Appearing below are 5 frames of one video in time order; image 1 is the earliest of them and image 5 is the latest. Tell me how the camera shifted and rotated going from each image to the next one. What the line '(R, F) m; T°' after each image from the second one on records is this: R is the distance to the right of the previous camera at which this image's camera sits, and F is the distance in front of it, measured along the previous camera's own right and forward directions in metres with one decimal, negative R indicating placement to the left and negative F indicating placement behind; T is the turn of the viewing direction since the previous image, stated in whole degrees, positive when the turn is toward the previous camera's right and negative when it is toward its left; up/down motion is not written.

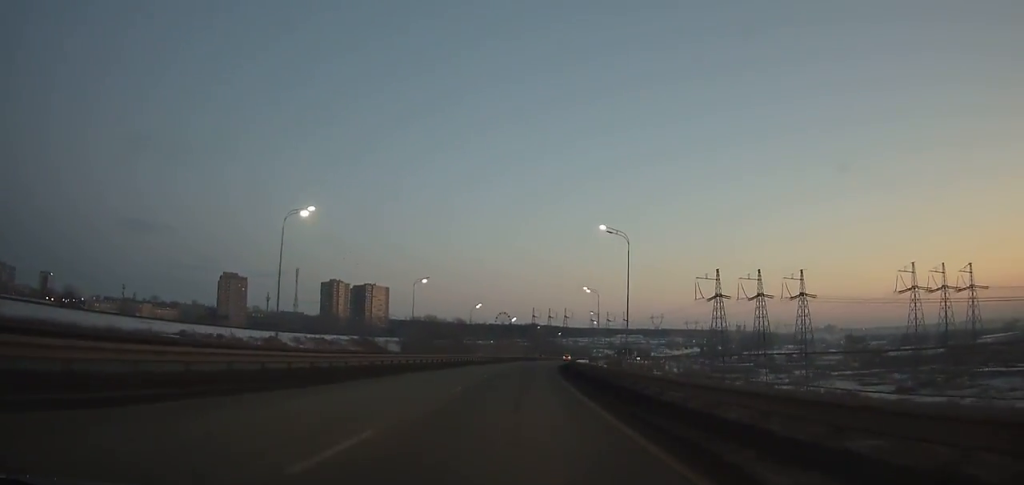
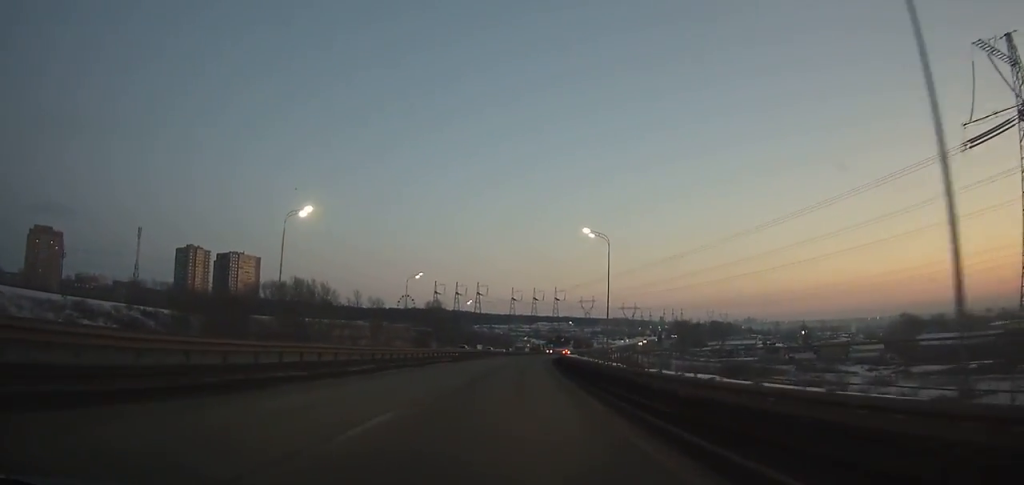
(+9.1, +126.4) m; +8°
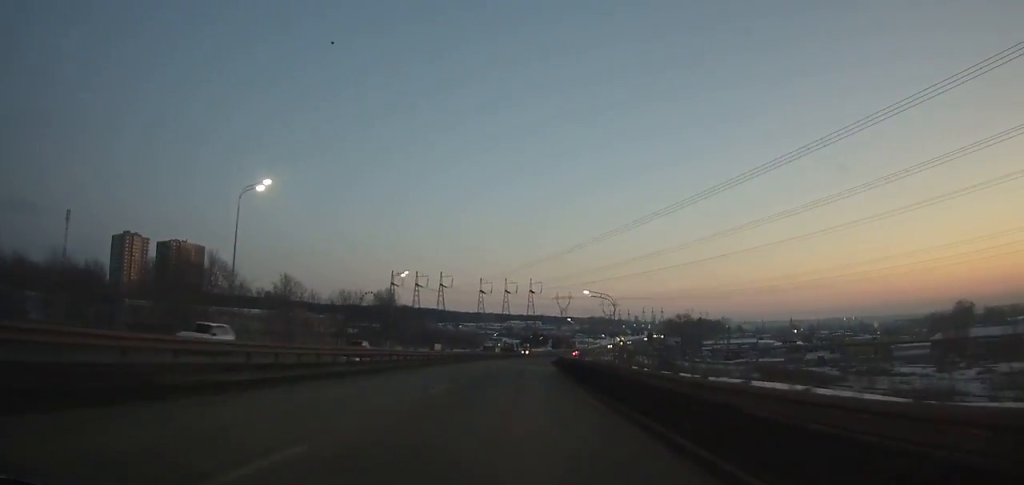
(+1.2, +50.1) m; +3°
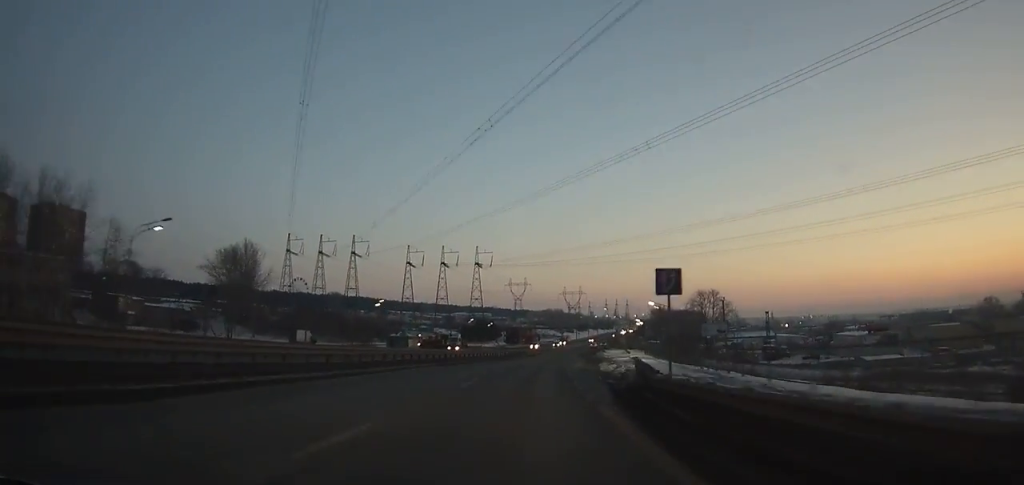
(+4.3, +89.4) m; +6°
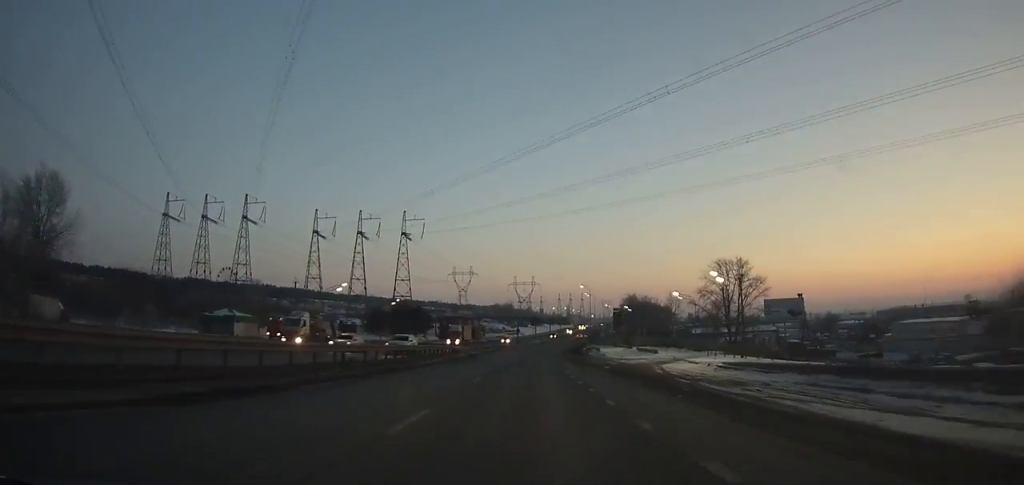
(+2.7, +60.8) m; +5°
